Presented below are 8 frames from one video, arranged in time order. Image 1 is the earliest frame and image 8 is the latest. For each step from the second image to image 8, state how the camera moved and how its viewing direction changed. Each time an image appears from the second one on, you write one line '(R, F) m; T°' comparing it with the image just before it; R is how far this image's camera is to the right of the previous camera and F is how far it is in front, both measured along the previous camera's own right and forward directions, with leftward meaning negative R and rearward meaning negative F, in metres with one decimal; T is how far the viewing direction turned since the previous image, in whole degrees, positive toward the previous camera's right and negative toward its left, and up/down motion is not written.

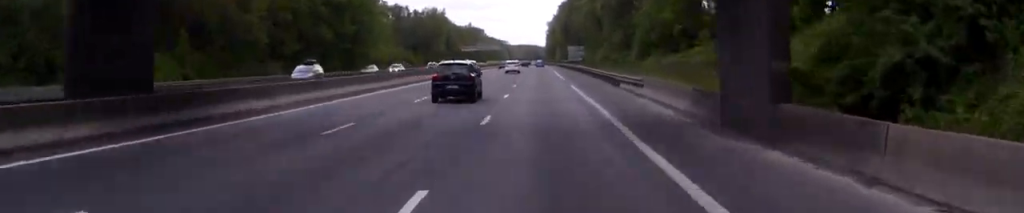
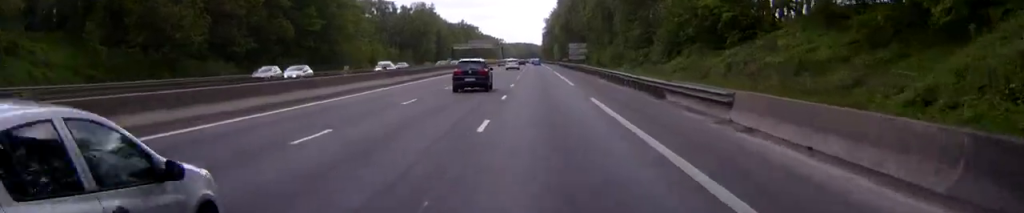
(+0.2, +15.9) m; 0°
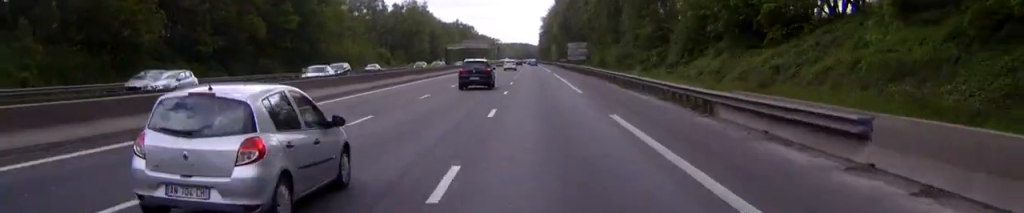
(+0.1, +8.3) m; 0°
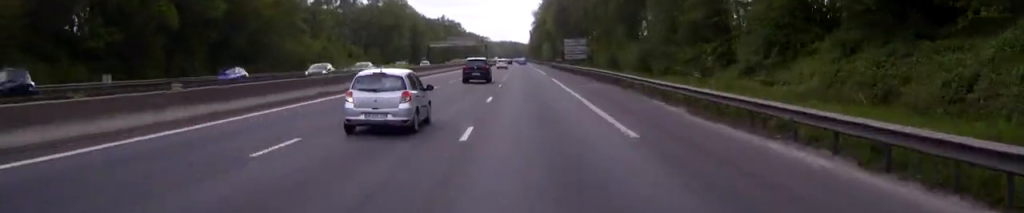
(-0.1, +19.6) m; 0°
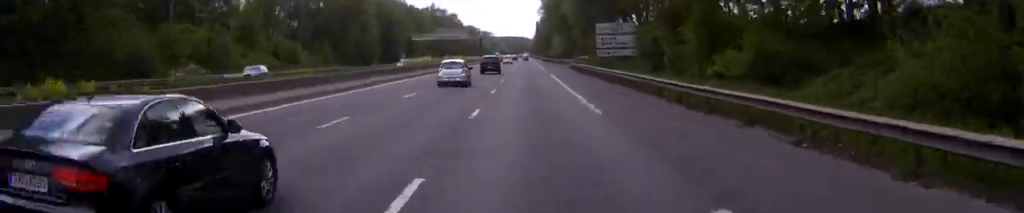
(0.0, +47.2) m; 0°
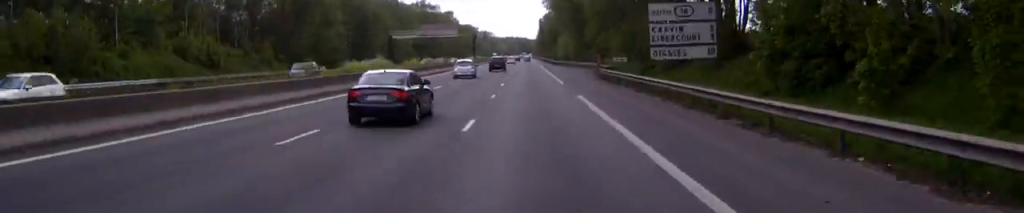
(-0.1, +29.4) m; 0°
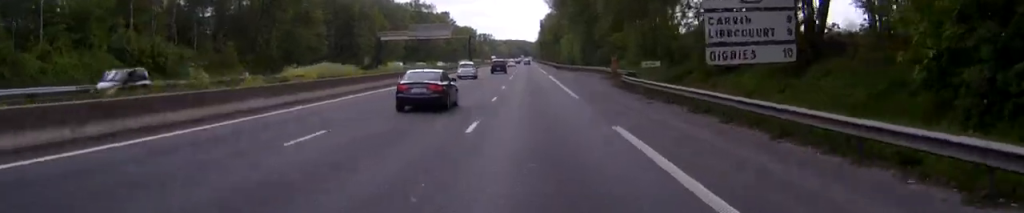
(0.0, +12.8) m; 0°
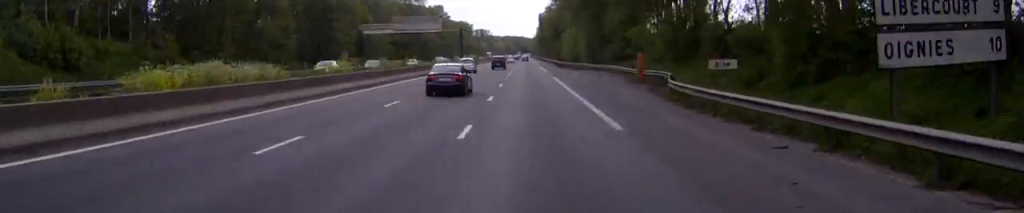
(+0.1, +14.8) m; 0°
